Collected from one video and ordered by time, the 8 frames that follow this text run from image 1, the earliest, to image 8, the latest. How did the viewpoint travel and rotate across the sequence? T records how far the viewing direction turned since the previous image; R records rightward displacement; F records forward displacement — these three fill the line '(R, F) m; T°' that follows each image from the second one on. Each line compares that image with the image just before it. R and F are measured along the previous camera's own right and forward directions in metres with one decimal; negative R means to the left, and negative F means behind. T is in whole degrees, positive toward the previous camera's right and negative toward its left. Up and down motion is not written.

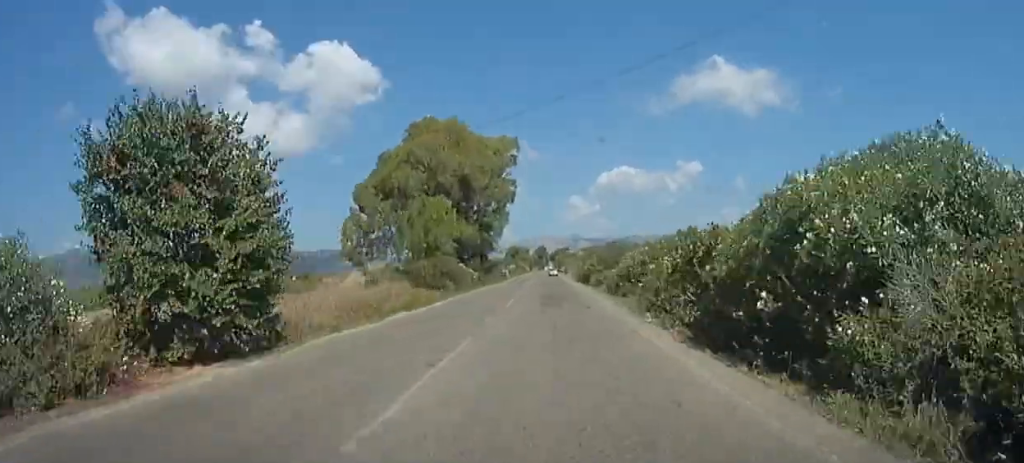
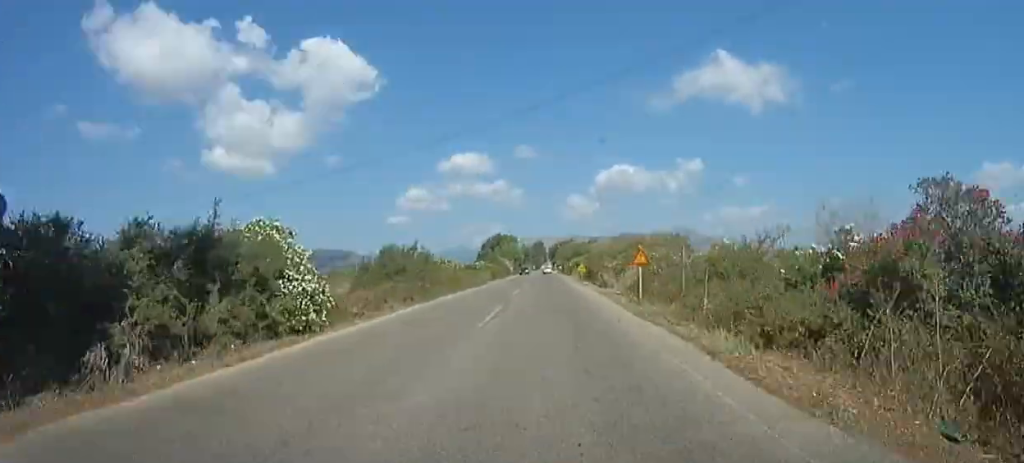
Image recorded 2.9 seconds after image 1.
(+0.4, +74.3) m; 0°
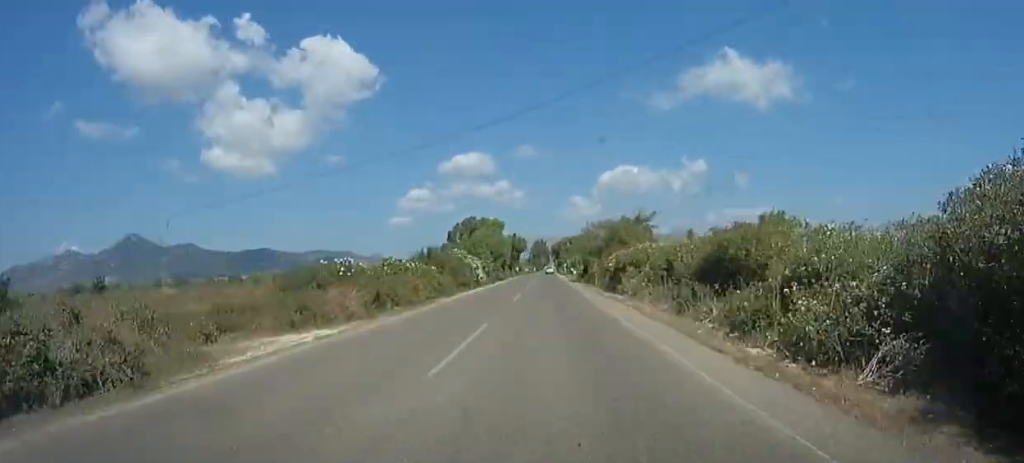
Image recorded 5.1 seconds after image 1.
(-0.3, +55.7) m; 0°
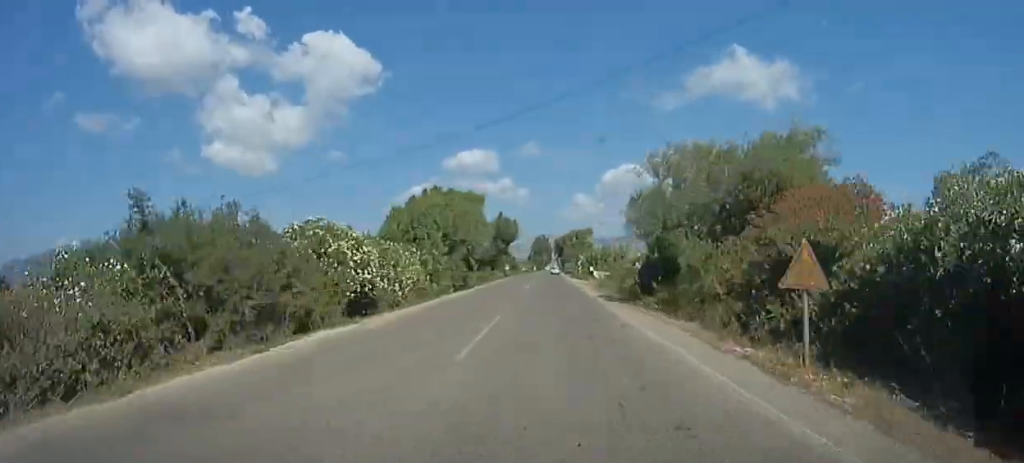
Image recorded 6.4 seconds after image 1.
(+0.1, +34.2) m; 0°
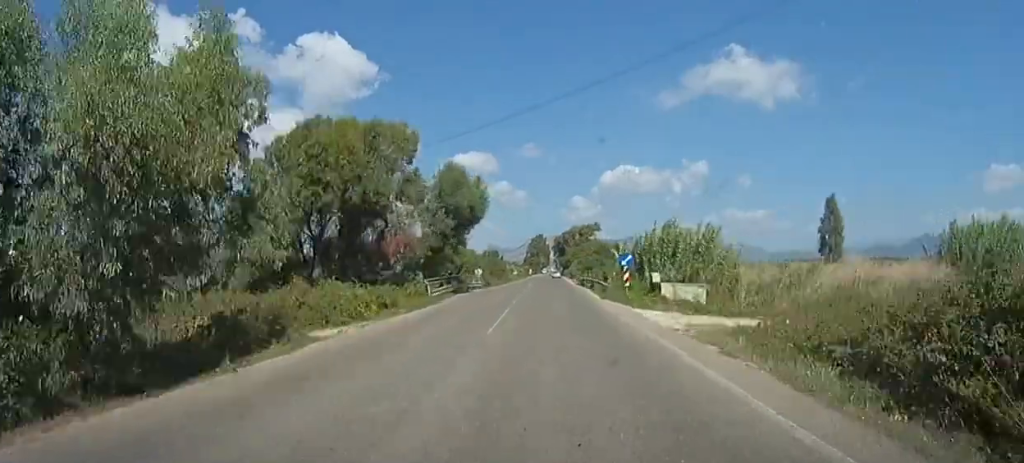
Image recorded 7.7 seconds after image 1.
(0.0, +31.8) m; 0°
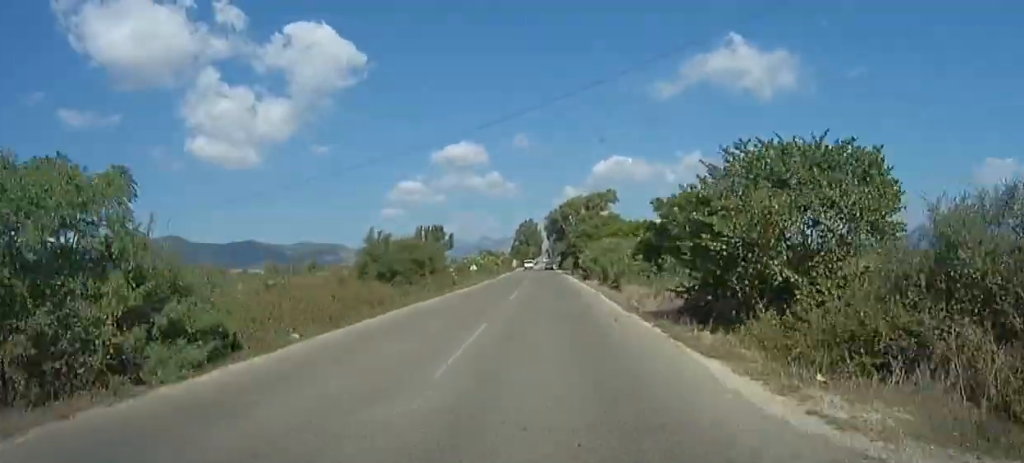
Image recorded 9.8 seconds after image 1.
(-0.1, +52.4) m; 0°
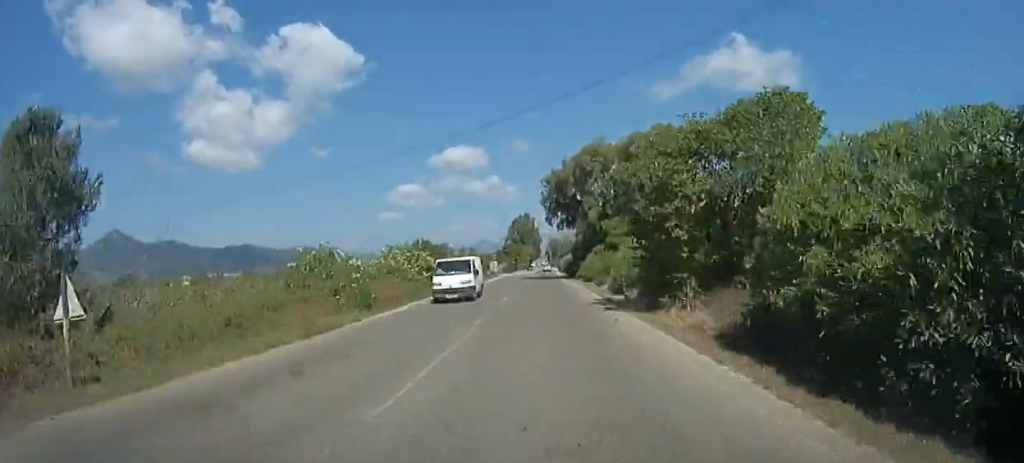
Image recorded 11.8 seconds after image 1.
(+0.4, +49.9) m; +1°
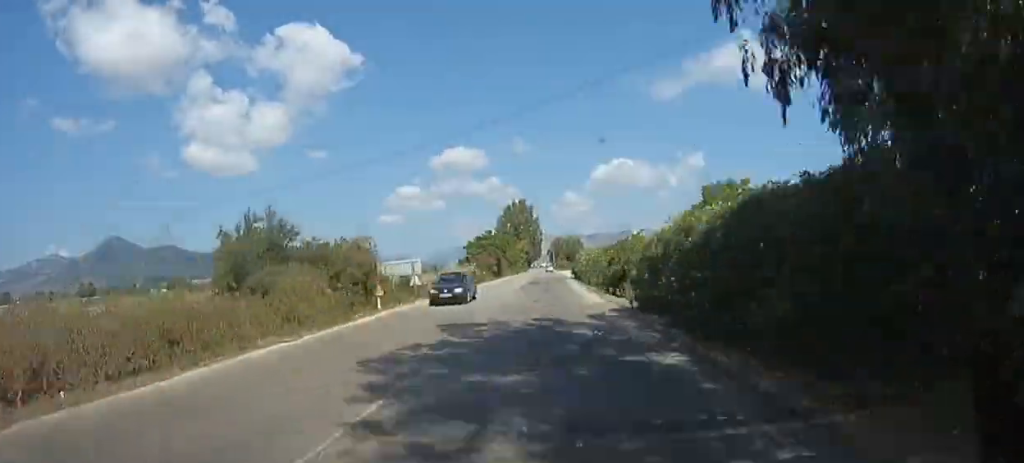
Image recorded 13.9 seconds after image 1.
(+0.3, +53.7) m; 0°
